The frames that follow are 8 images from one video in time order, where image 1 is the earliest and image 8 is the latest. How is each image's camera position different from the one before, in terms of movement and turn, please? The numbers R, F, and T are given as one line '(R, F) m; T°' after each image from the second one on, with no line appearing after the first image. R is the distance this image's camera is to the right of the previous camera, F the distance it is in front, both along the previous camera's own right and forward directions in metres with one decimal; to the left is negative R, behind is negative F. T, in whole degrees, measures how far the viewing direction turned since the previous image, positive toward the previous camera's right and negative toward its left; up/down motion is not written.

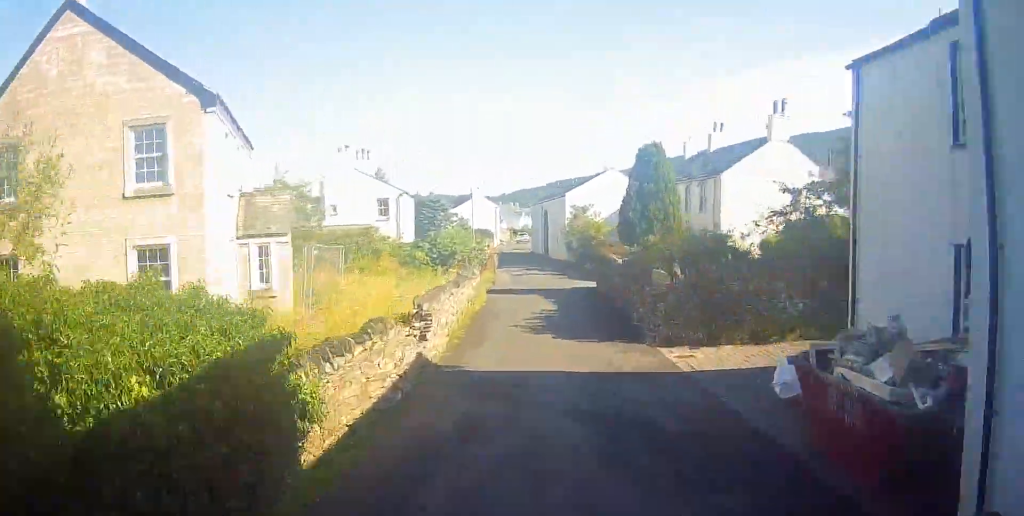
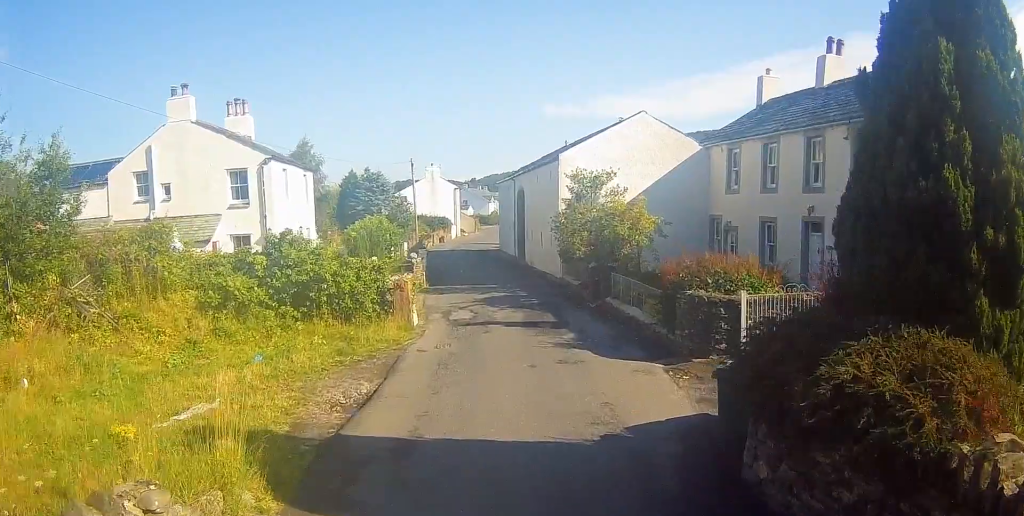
(+0.1, +17.5) m; 0°
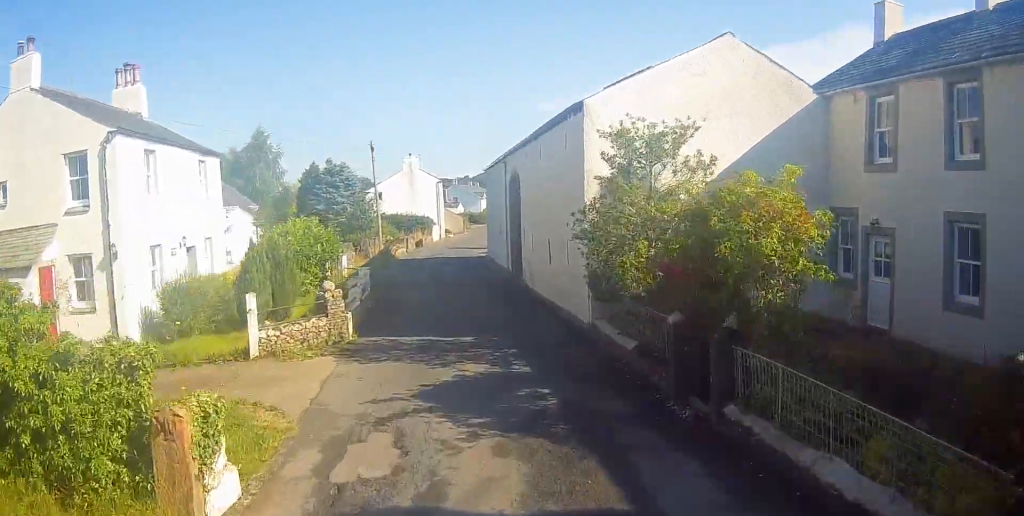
(0.0, +9.8) m; -1°
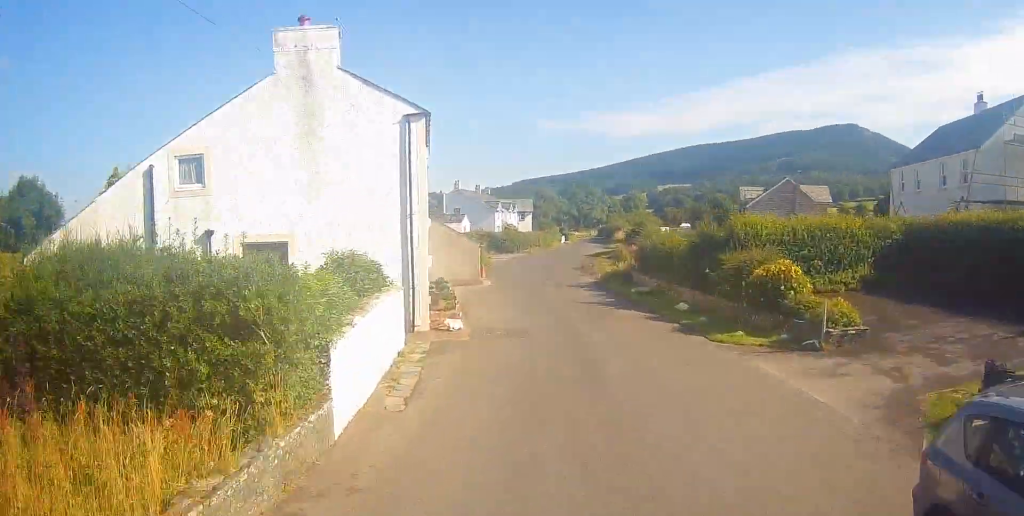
(-0.5, +44.4) m; +5°
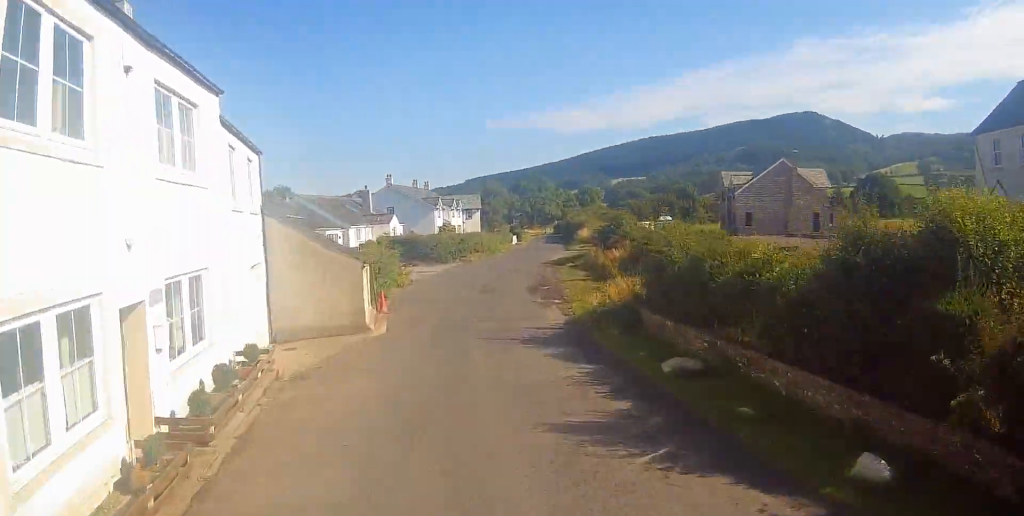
(+1.0, +12.7) m; +3°
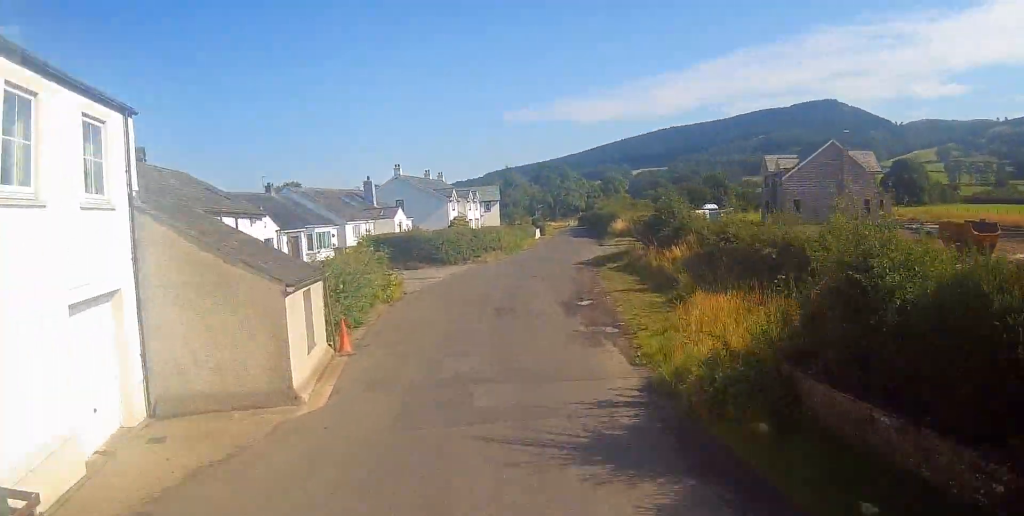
(-0.3, +7.3) m; 0°
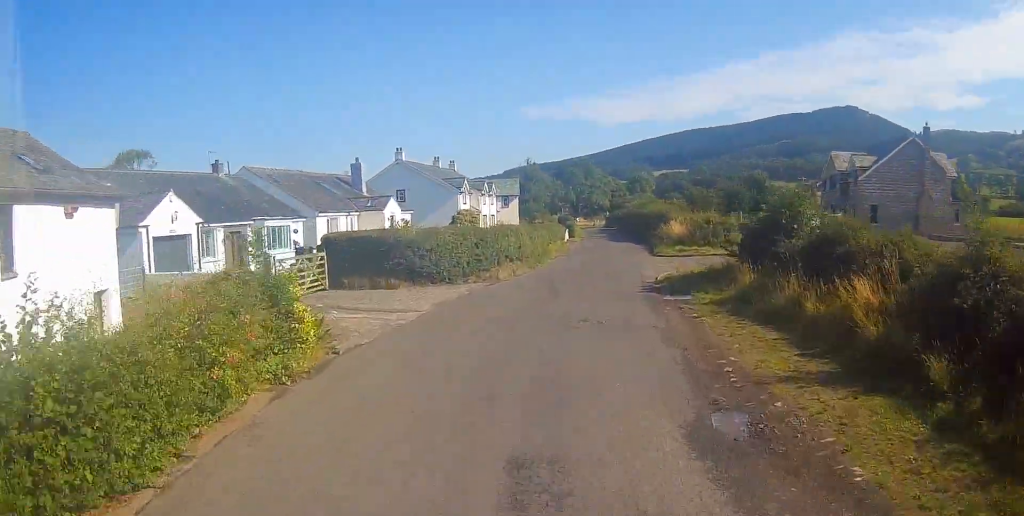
(-0.3, +10.5) m; 0°
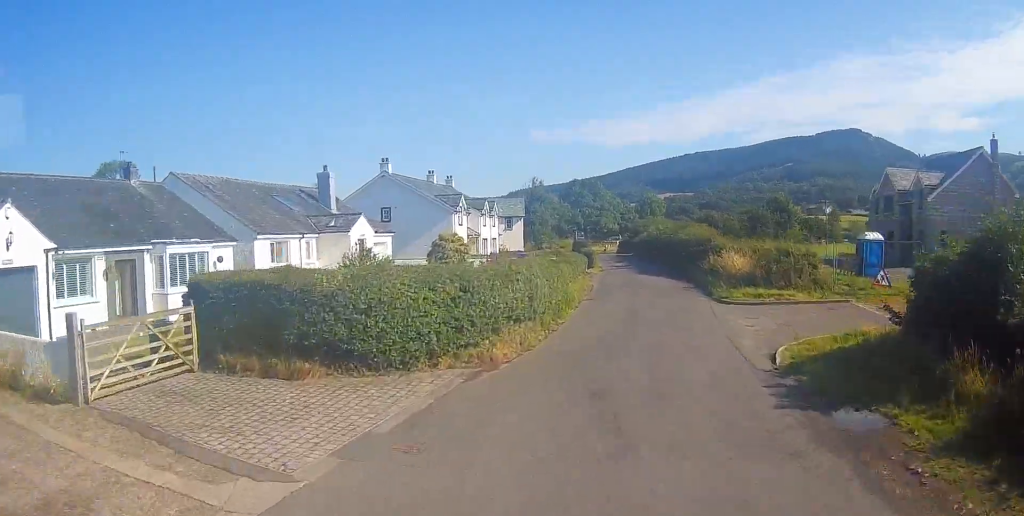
(+0.2, +10.2) m; +2°
